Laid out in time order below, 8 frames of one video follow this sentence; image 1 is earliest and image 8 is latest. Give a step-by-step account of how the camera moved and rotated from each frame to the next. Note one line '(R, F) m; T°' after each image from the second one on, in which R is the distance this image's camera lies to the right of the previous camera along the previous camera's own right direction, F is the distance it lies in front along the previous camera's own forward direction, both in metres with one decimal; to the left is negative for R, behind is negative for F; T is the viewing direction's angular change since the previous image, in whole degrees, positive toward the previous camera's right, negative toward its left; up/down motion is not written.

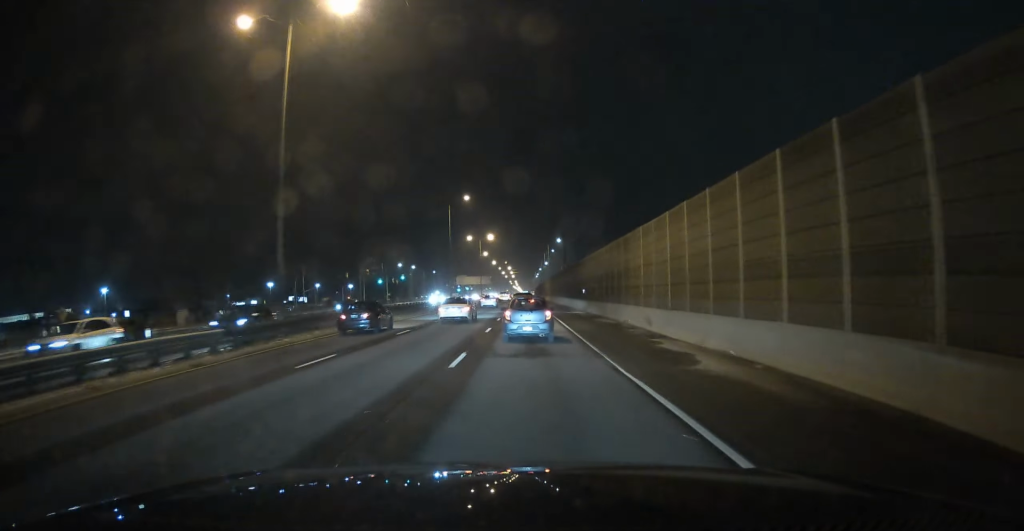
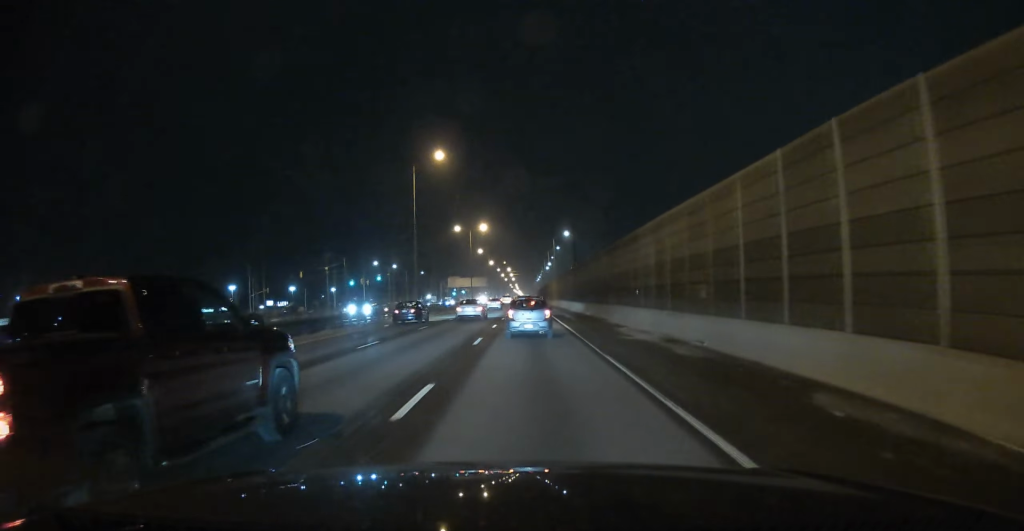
(0.0, +31.5) m; 0°
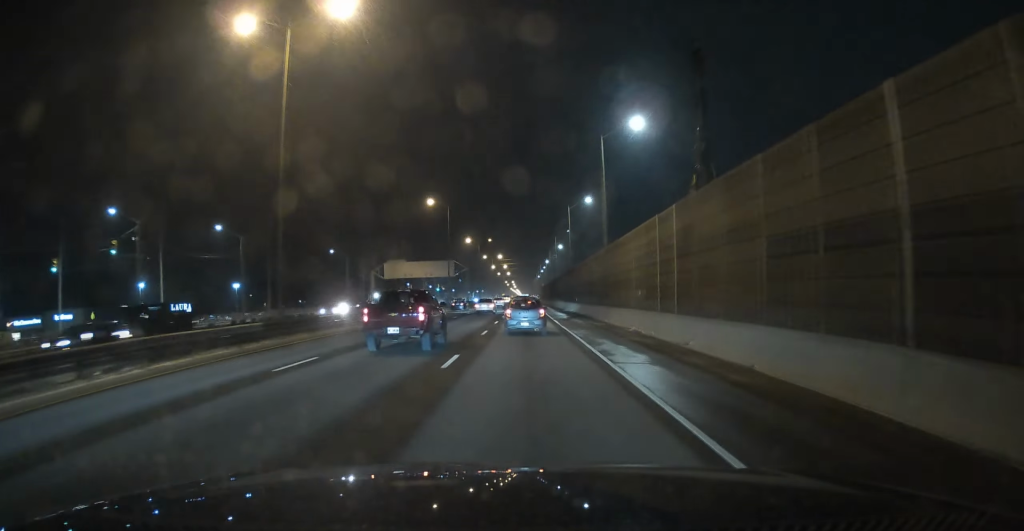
(+0.6, +100.2) m; 0°
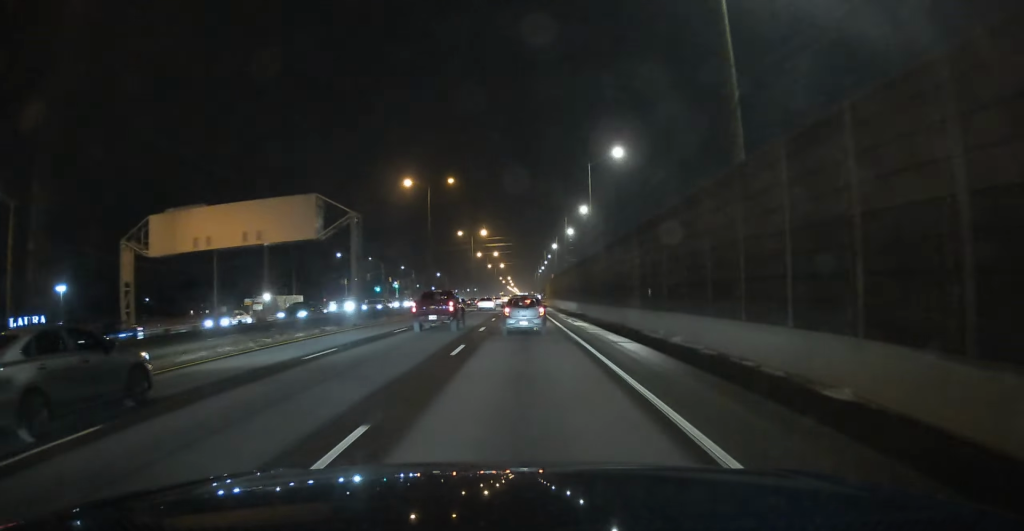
(-0.1, +79.9) m; 0°
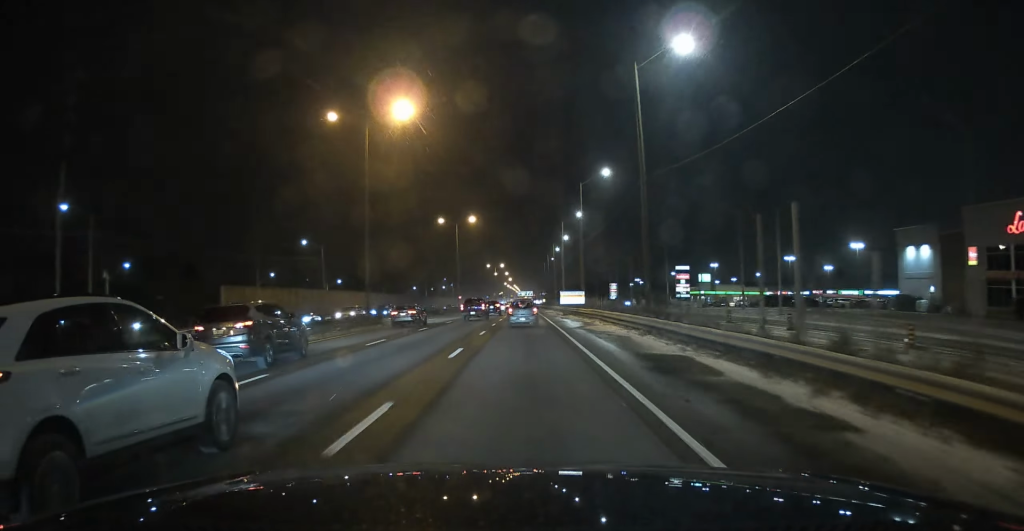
(-1.1, +167.5) m; -1°
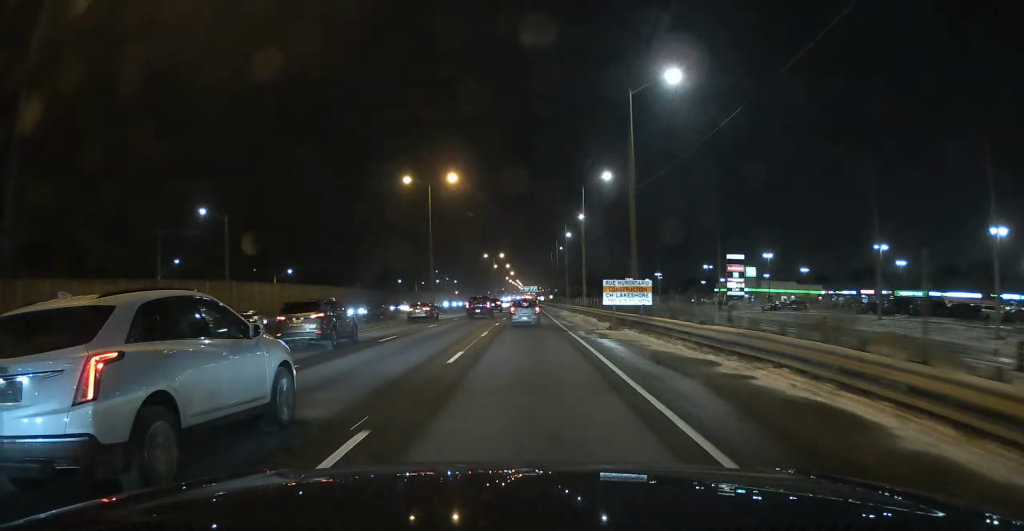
(-0.1, +34.3) m; 0°
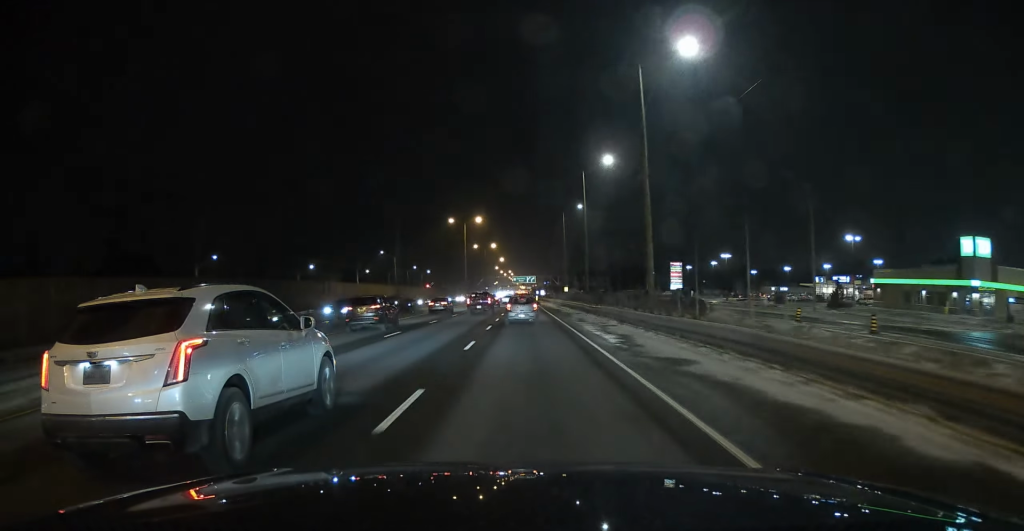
(-0.1, +82.3) m; 0°
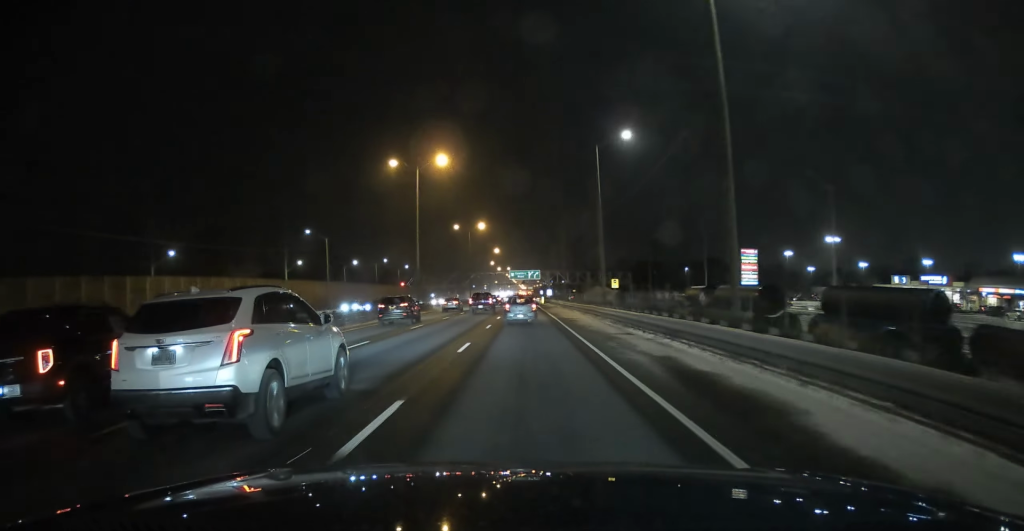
(0.0, +54.1) m; 0°
